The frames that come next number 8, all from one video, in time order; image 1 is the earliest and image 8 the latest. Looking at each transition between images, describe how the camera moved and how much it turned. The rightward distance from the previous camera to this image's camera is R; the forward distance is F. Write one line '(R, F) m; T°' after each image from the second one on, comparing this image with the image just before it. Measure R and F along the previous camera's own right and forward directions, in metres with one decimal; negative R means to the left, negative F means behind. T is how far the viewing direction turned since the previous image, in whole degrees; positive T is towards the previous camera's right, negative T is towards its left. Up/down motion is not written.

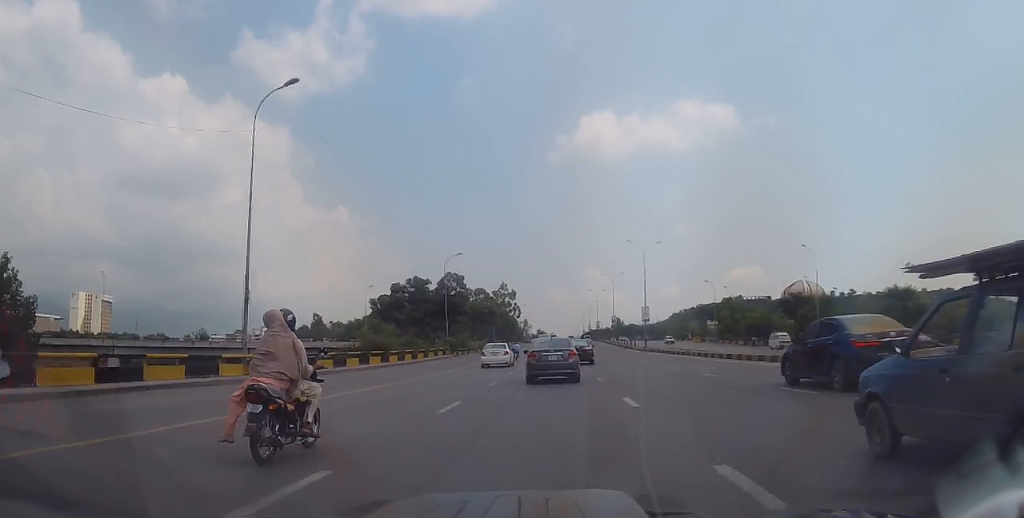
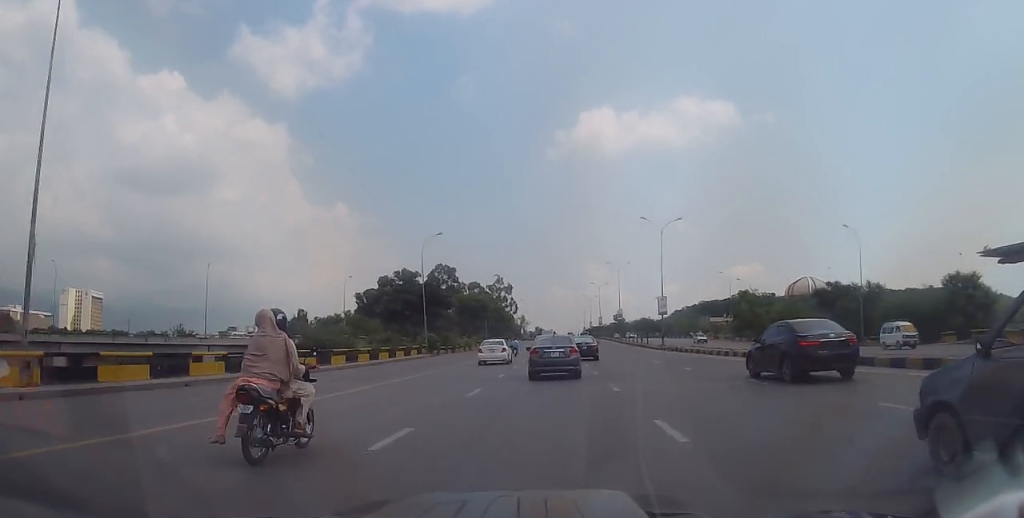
(-0.2, +12.4) m; +1°
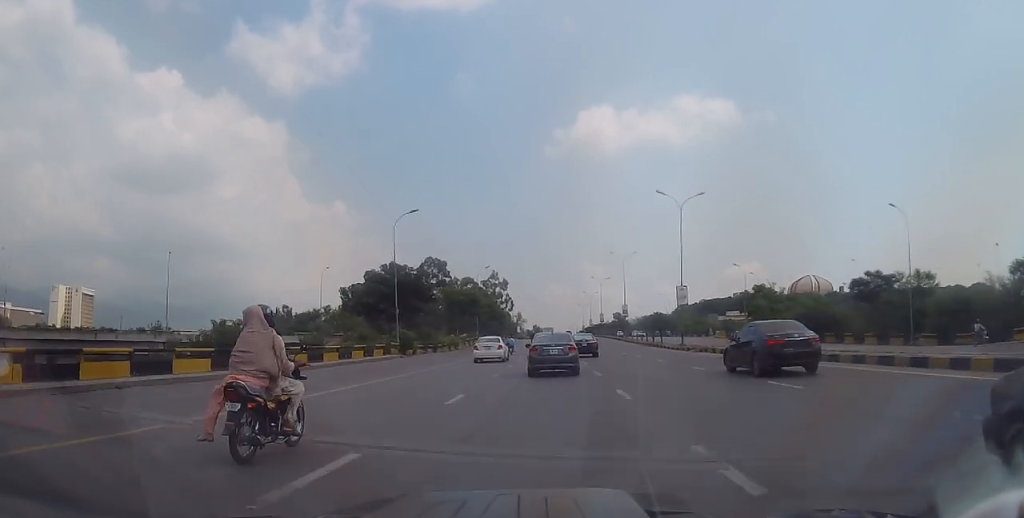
(+0.1, +10.7) m; +2°
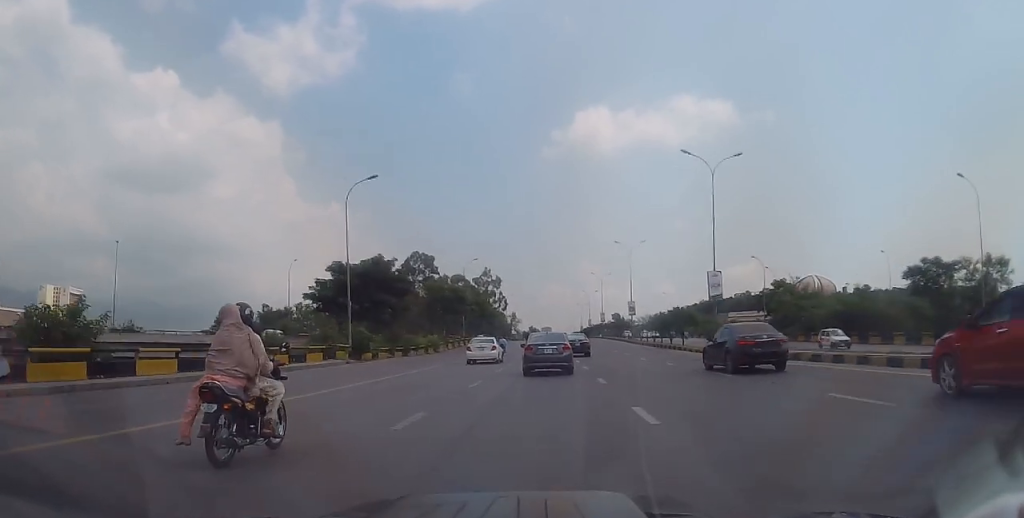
(+0.4, +11.8) m; +1°
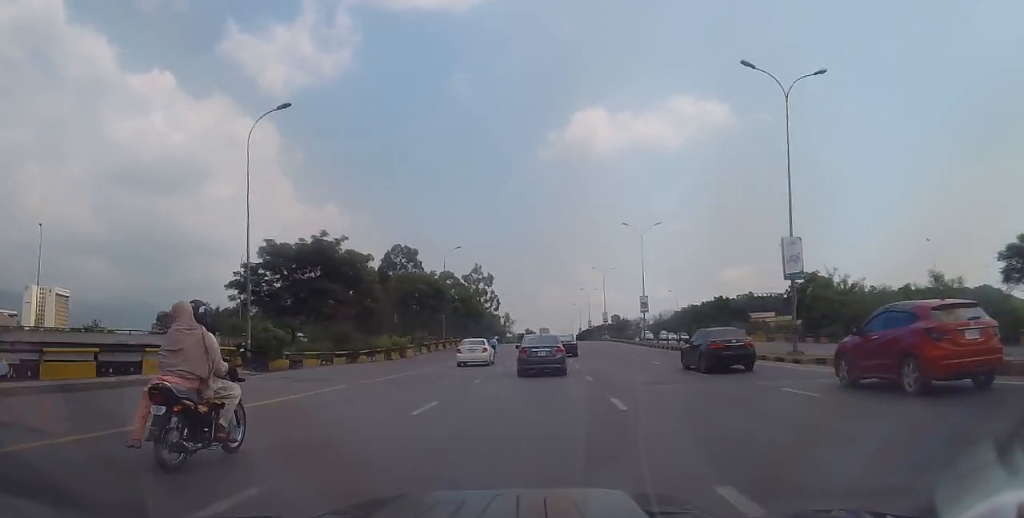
(-0.2, +14.5) m; -2°
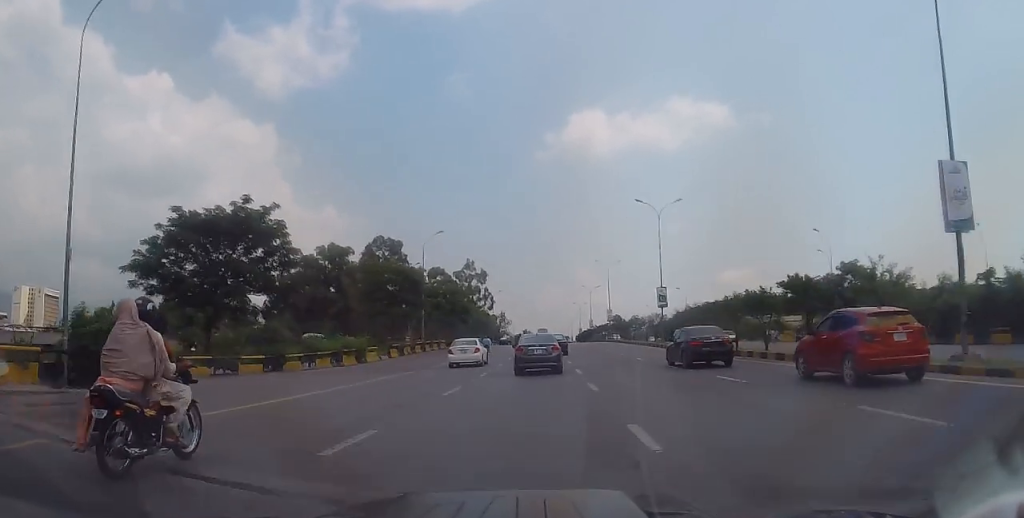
(-0.2, +12.0) m; -1°
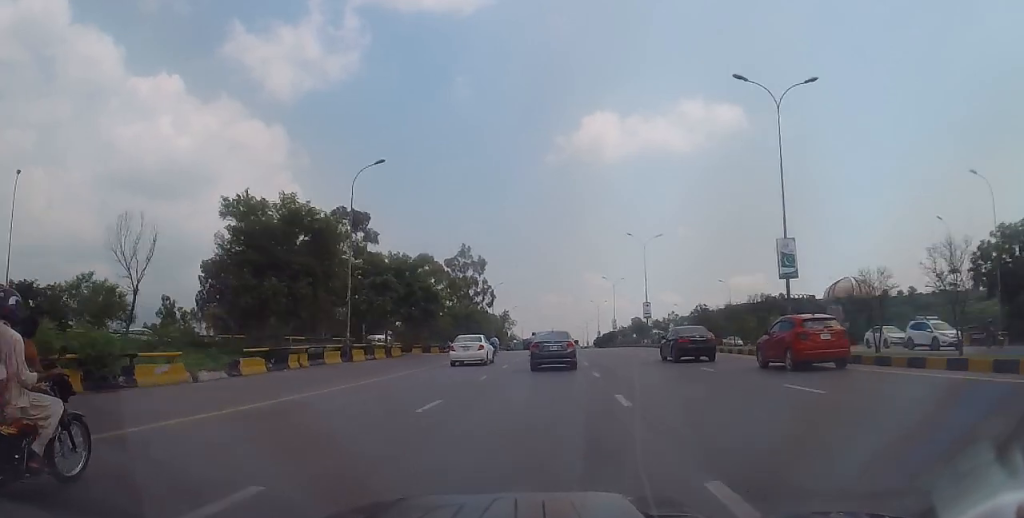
(-0.1, +27.9) m; 0°
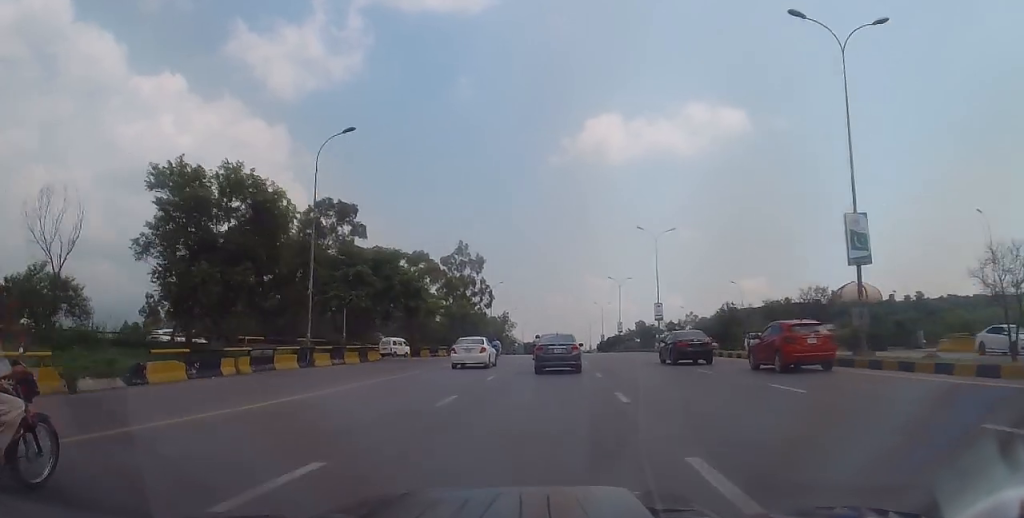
(0.0, +6.8) m; 0°
